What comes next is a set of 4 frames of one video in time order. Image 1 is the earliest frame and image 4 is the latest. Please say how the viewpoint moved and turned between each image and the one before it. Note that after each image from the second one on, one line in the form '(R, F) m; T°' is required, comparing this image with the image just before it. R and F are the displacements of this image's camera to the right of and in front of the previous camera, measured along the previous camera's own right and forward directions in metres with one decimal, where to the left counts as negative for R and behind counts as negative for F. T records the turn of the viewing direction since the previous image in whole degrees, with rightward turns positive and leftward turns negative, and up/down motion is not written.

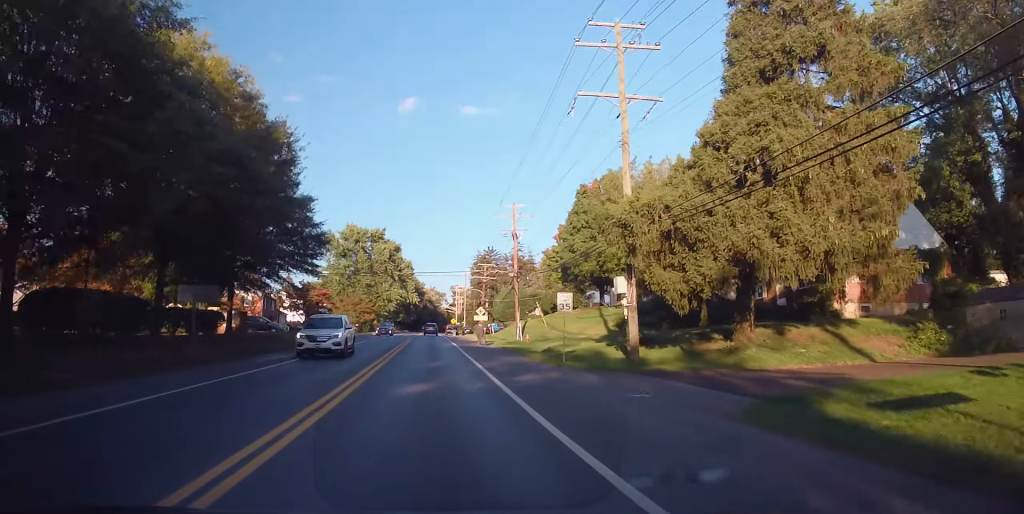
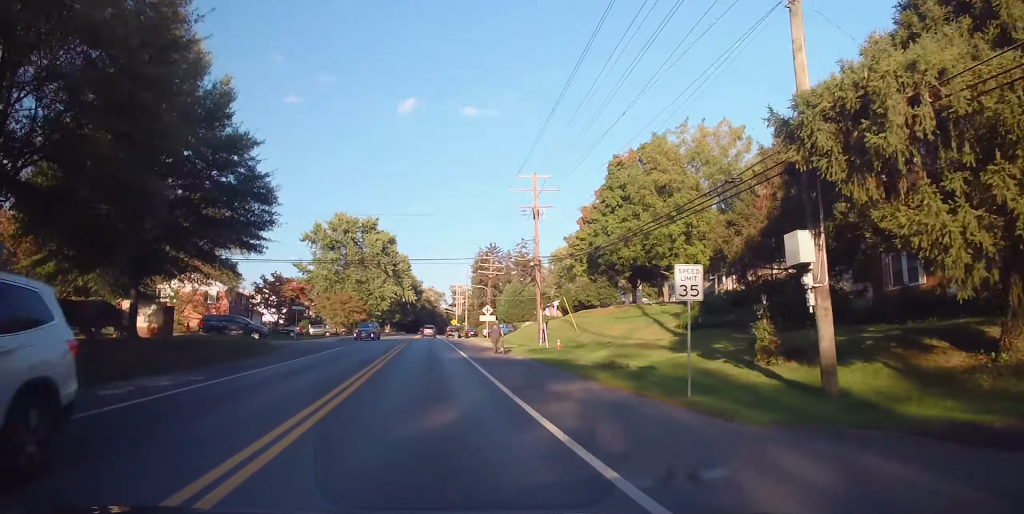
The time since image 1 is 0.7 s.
(-0.1, +13.1) m; 0°
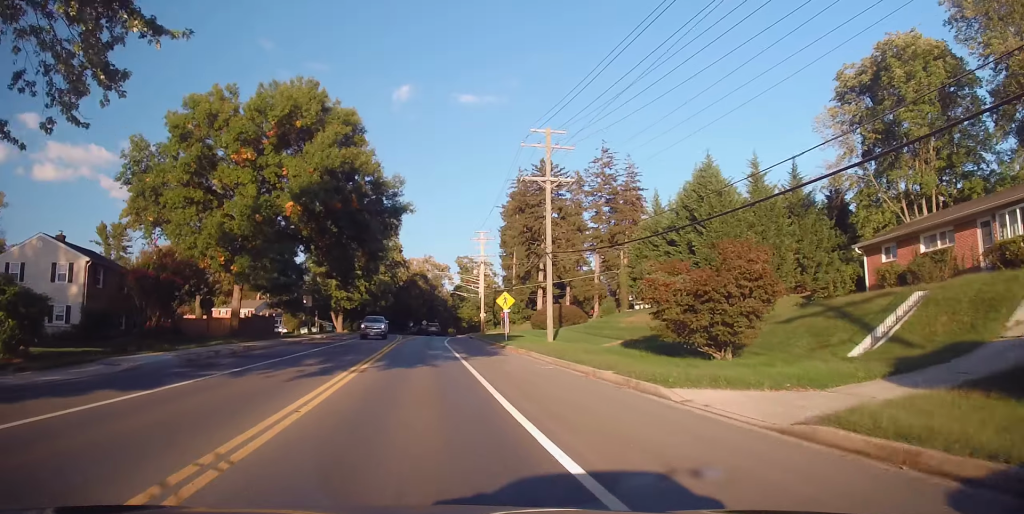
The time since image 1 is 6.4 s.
(+0.4, +102.0) m; 0°
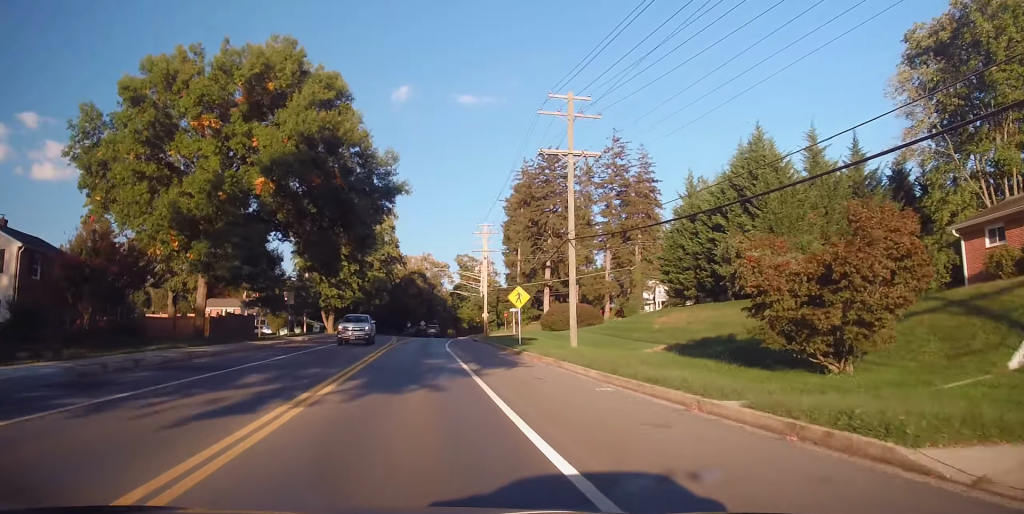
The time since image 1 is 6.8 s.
(+0.2, +7.2) m; 0°
